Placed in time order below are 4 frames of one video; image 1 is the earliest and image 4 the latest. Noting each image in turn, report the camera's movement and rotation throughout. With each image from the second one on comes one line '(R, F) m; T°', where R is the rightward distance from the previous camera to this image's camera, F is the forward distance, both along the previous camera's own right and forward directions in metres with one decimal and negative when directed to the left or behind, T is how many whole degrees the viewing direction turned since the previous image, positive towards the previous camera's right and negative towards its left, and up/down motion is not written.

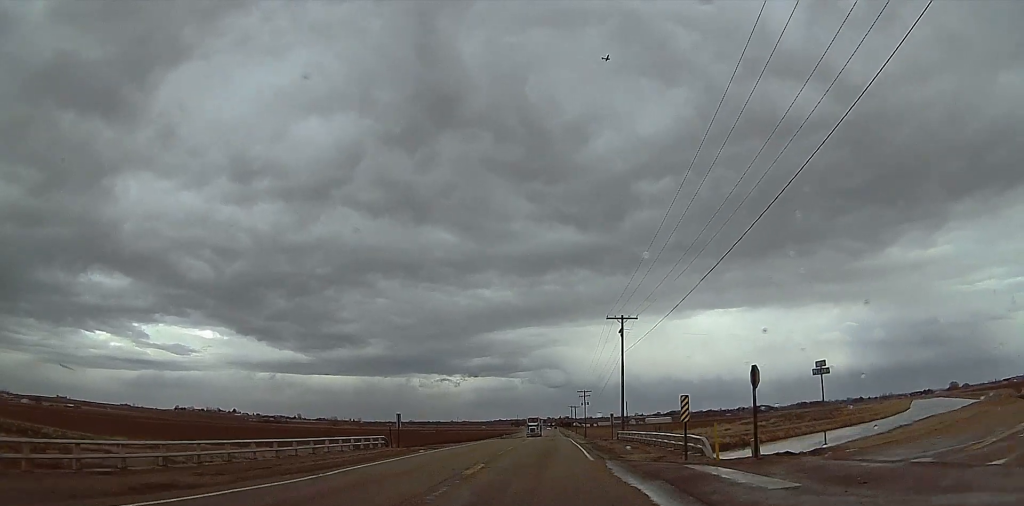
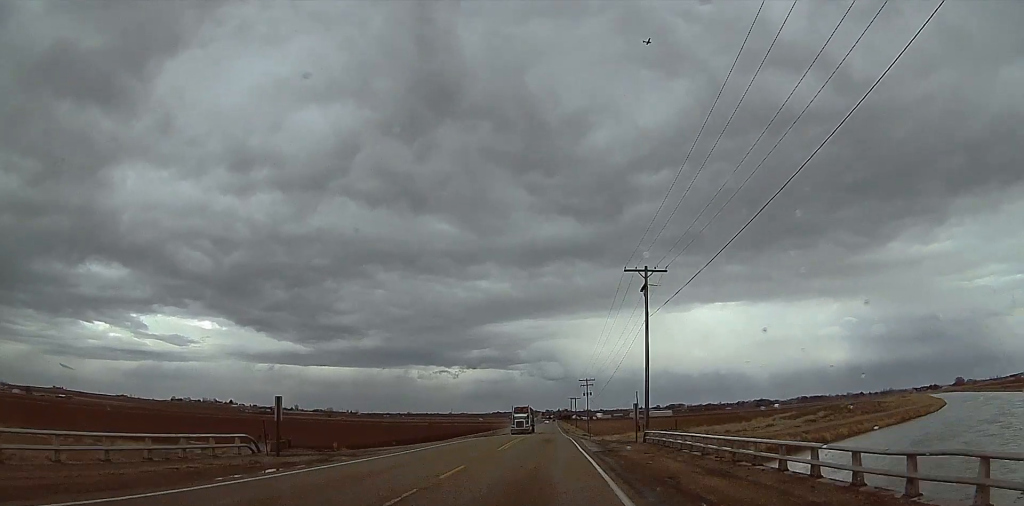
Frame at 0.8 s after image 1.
(0.0, +15.9) m; 0°
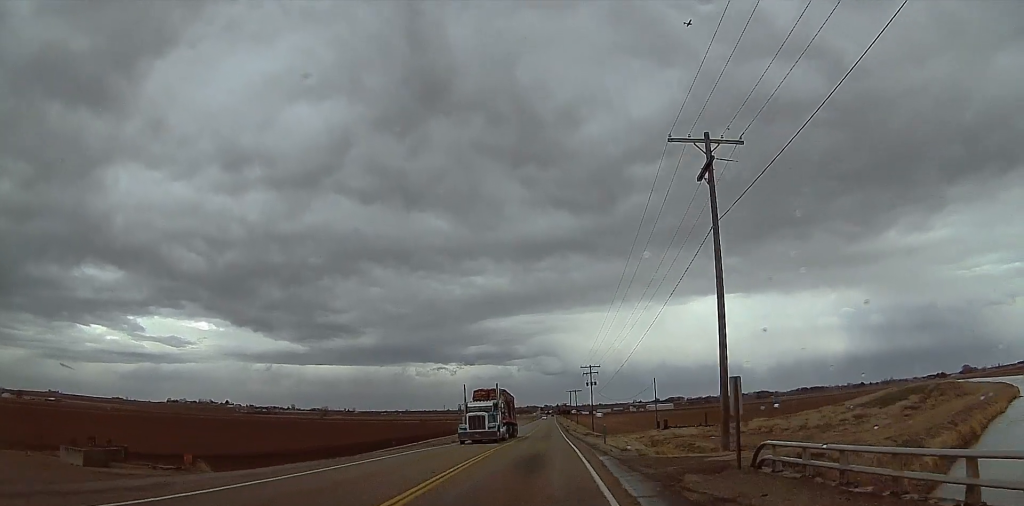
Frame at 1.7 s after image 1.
(0.0, +18.6) m; 0°
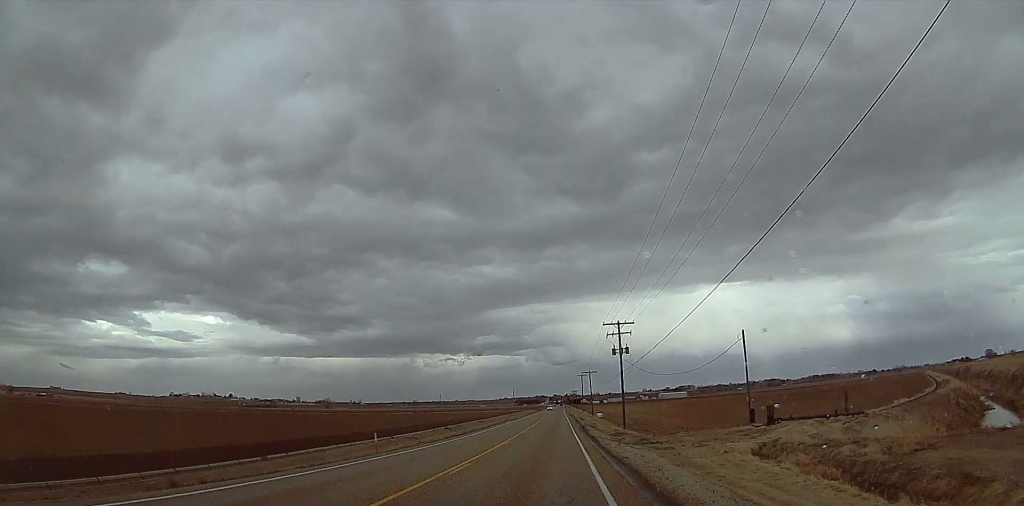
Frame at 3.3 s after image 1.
(0.0, +35.9) m; 0°
